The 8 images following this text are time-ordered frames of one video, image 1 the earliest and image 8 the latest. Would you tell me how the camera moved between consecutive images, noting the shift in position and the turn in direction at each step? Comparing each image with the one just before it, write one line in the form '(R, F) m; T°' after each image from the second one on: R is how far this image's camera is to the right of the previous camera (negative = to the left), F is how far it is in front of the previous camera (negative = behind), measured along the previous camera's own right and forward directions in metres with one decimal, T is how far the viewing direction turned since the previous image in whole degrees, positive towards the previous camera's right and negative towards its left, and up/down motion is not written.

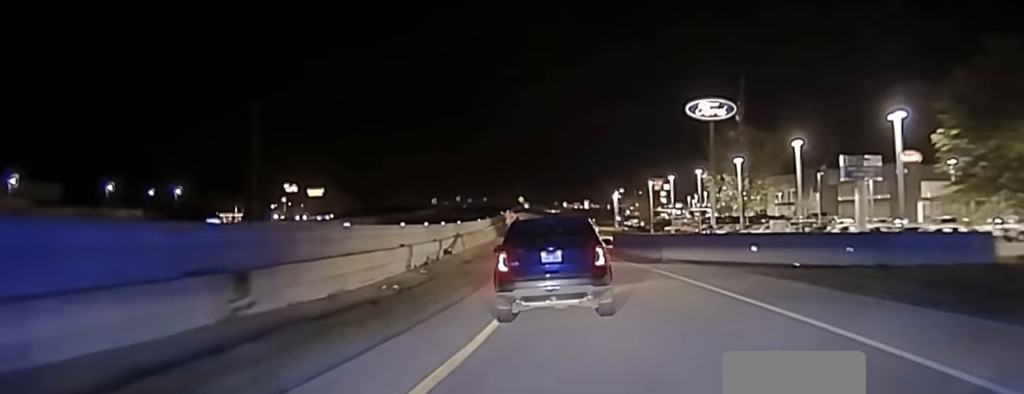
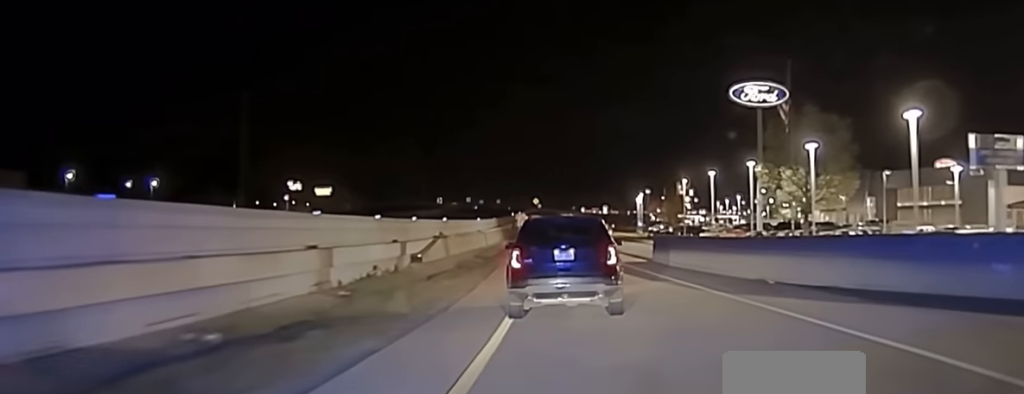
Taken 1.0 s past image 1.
(-0.6, +19.2) m; -3°
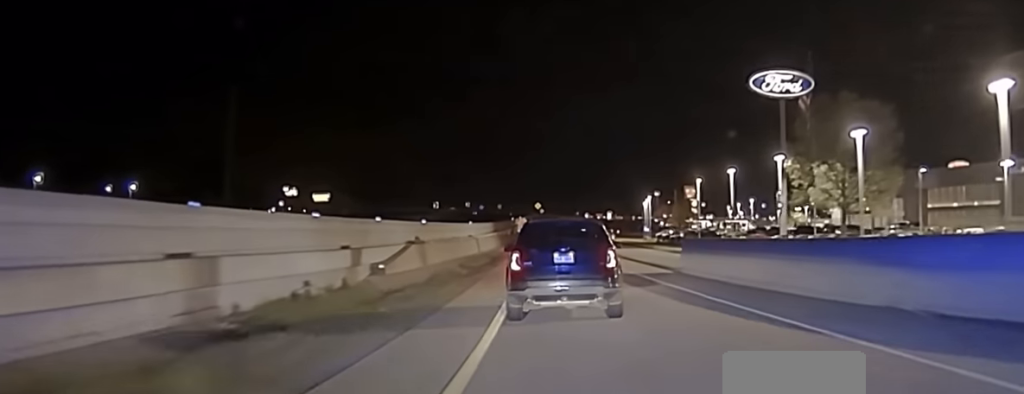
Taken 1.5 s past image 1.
(-0.1, +9.5) m; 0°
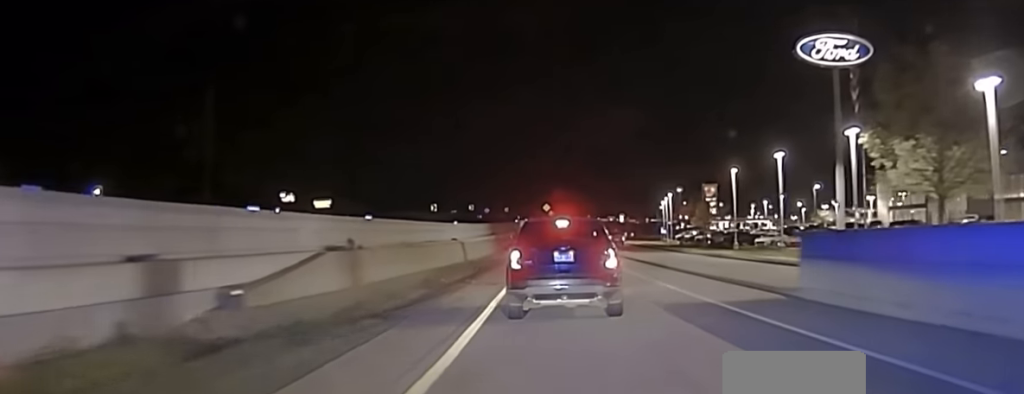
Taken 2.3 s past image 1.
(0.0, +14.9) m; 0°
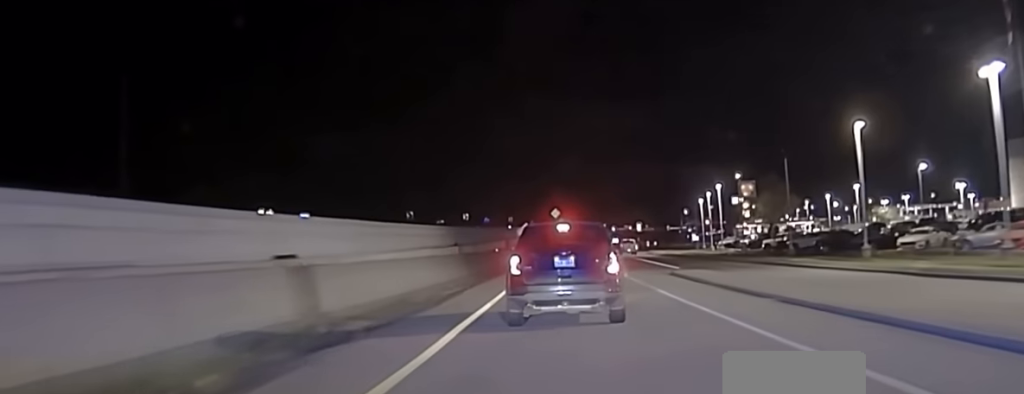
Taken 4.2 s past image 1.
(+0.5, +37.1) m; +1°
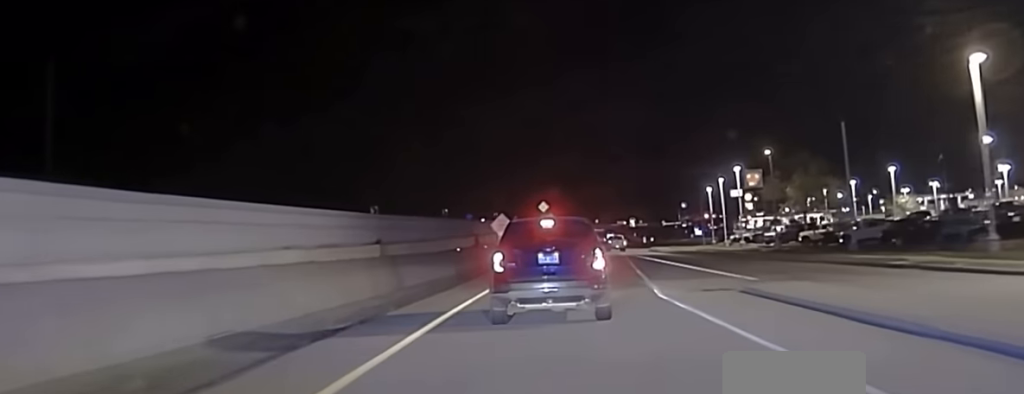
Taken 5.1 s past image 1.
(0.0, +20.5) m; +1°
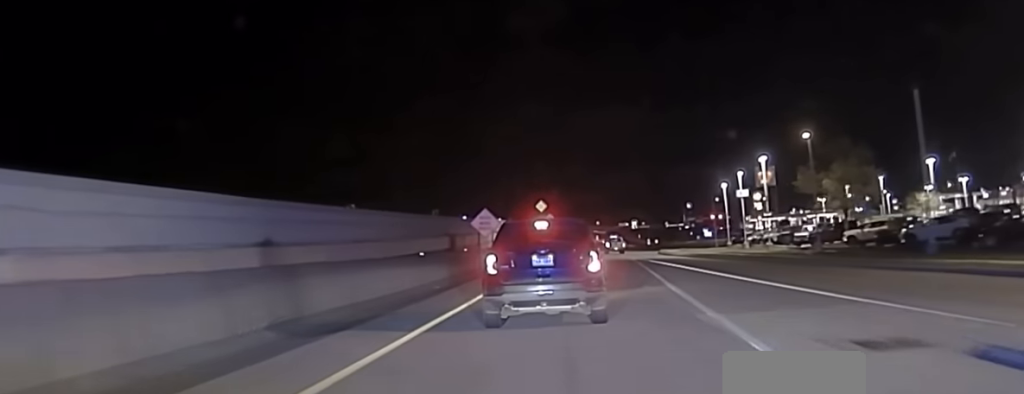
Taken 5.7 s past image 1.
(+0.2, +15.2) m; 0°
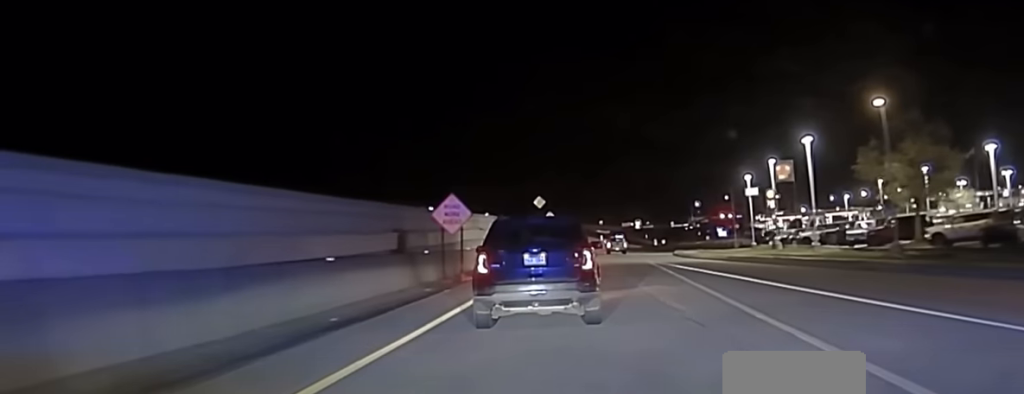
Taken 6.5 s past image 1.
(-0.1, +17.1) m; 0°
